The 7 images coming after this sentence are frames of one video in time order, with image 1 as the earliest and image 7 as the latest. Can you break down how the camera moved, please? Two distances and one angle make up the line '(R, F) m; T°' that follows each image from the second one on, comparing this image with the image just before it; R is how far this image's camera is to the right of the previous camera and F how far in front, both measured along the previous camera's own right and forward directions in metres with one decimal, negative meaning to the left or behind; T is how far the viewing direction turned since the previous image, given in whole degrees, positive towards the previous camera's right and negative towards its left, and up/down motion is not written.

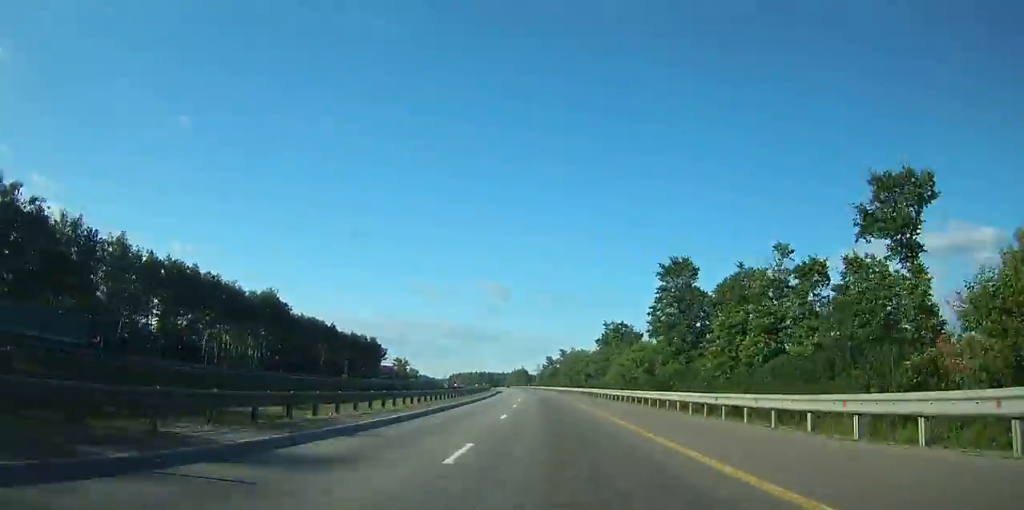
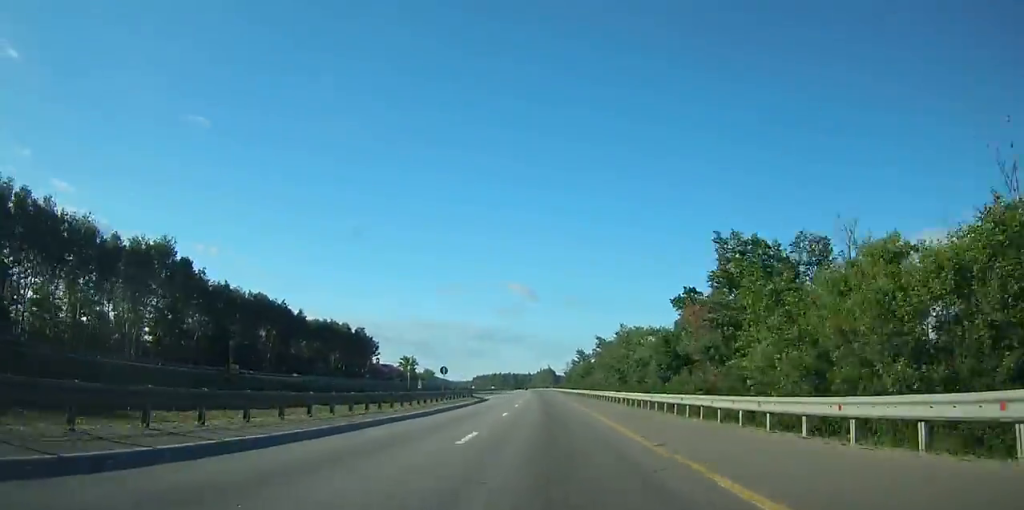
(-1.0, +56.7) m; -2°
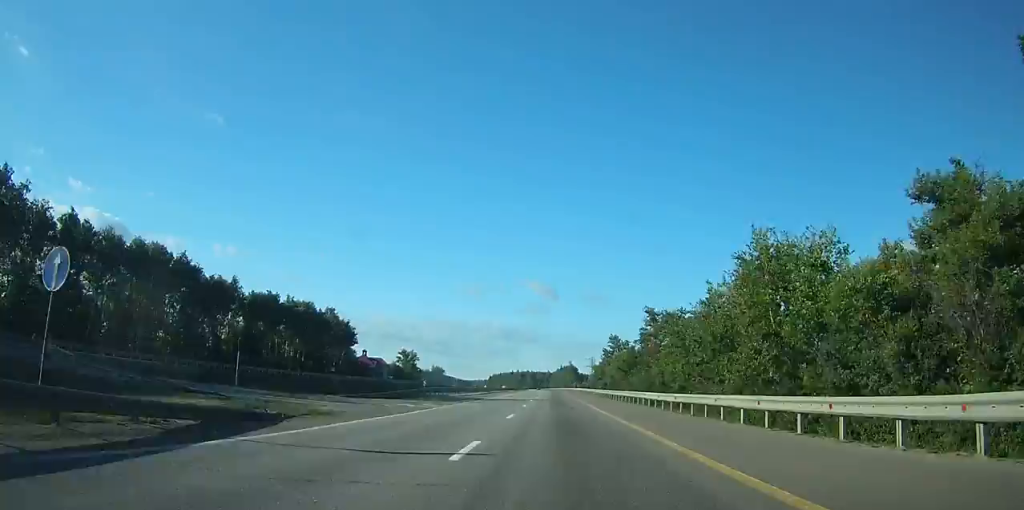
(-0.9, +50.4) m; -1°
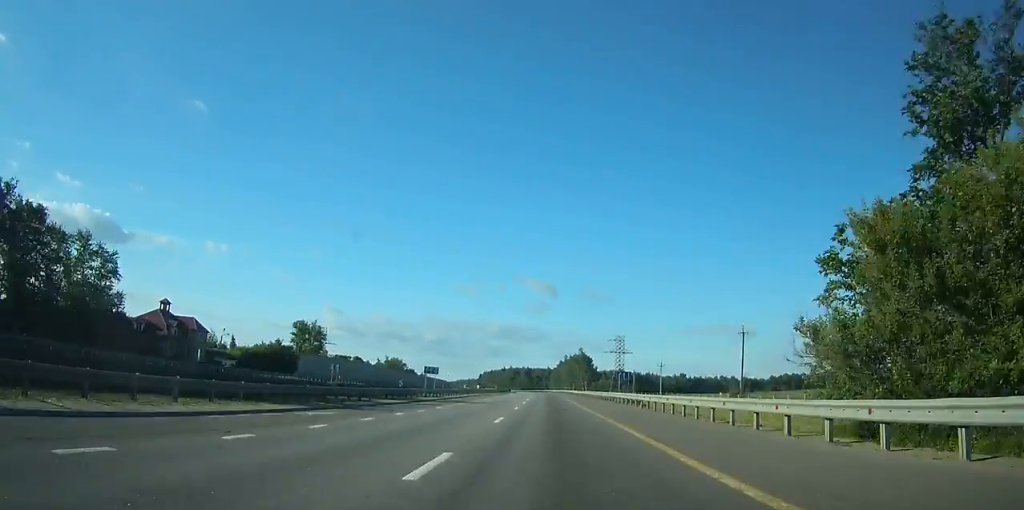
(-1.8, +135.6) m; -1°
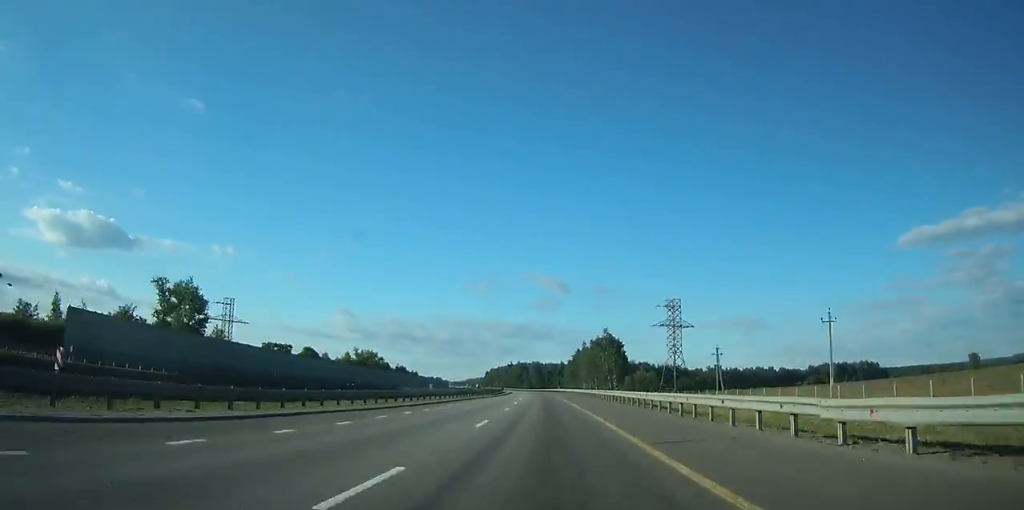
(-0.2, +77.7) m; -1°
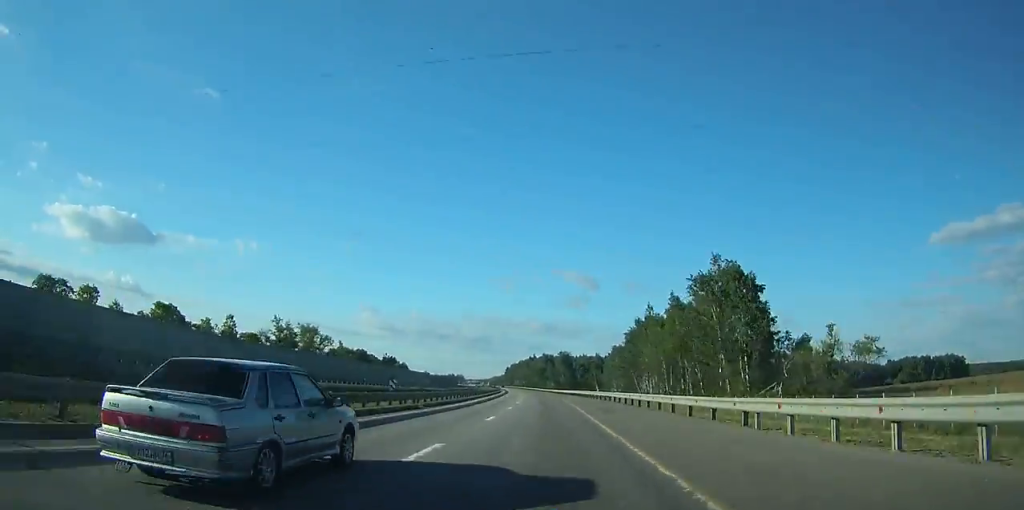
(-2.9, +106.1) m; -3°
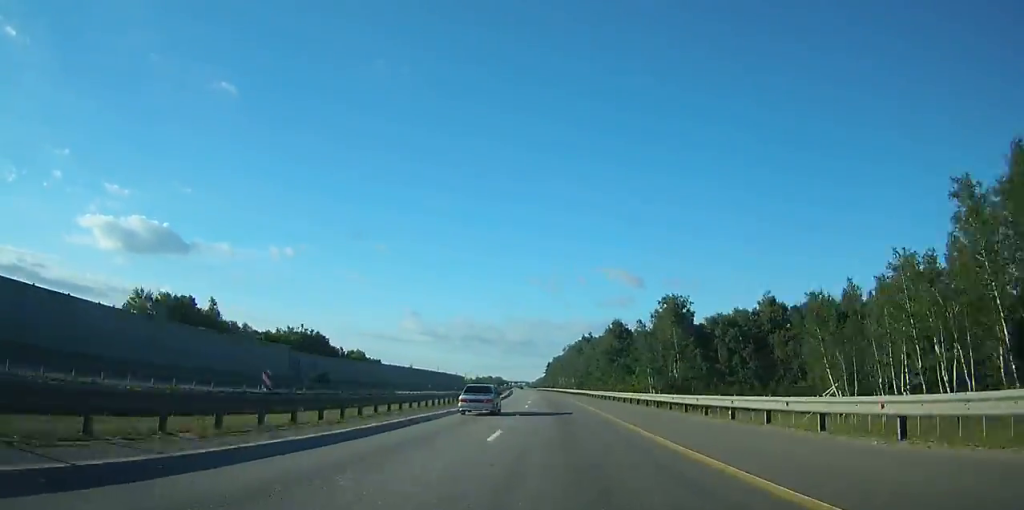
(-6.5, +175.2) m; -4°
